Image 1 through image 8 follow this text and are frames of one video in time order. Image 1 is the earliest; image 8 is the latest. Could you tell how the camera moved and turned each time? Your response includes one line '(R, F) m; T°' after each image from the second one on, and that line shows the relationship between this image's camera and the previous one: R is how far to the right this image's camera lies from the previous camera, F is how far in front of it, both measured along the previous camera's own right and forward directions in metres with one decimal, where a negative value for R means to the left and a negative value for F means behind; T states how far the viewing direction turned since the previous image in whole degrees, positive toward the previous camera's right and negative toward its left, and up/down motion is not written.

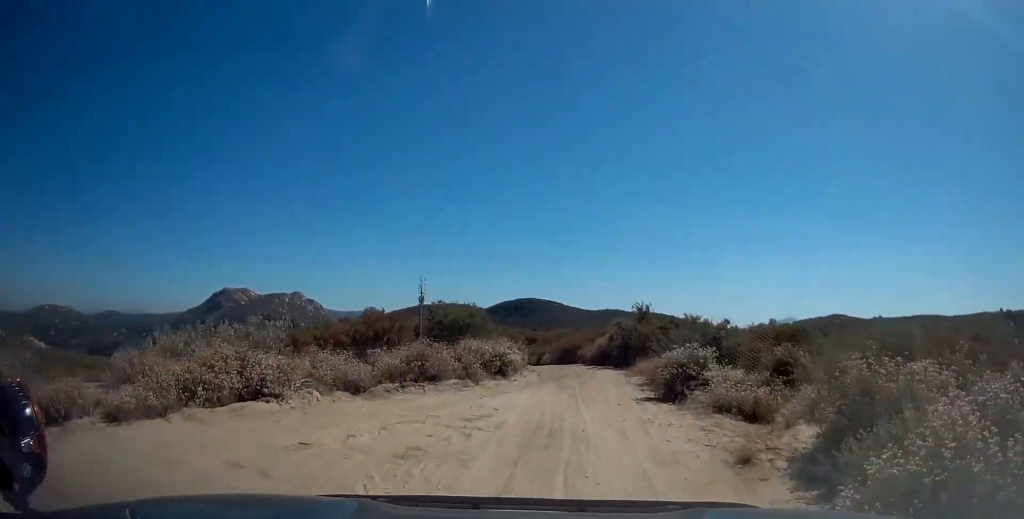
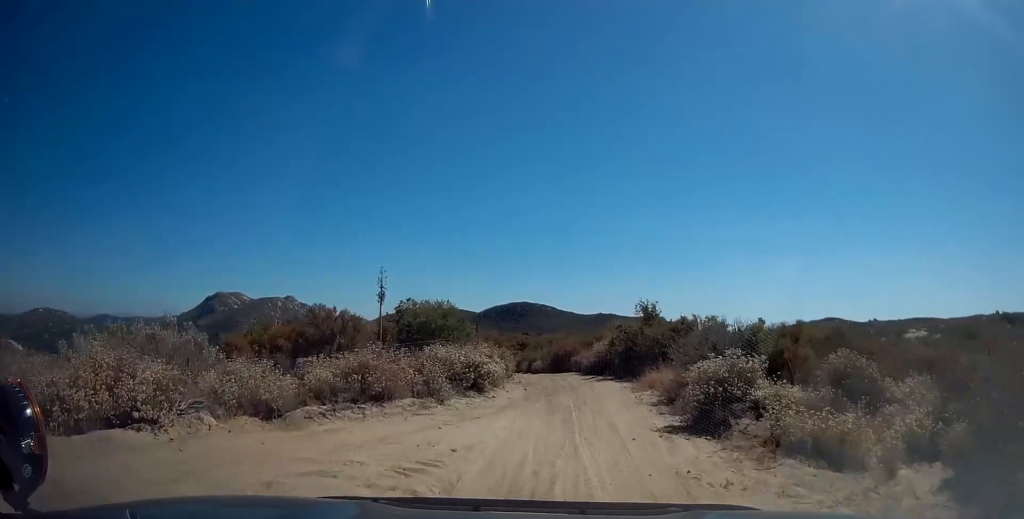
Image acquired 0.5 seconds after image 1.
(0.0, +4.0) m; 0°
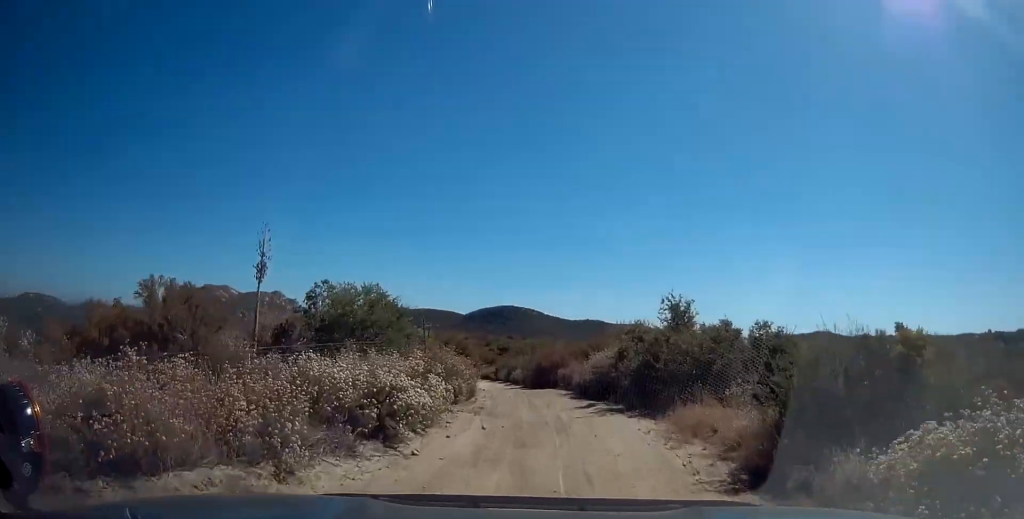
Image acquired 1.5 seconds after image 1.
(0.0, +7.4) m; +2°
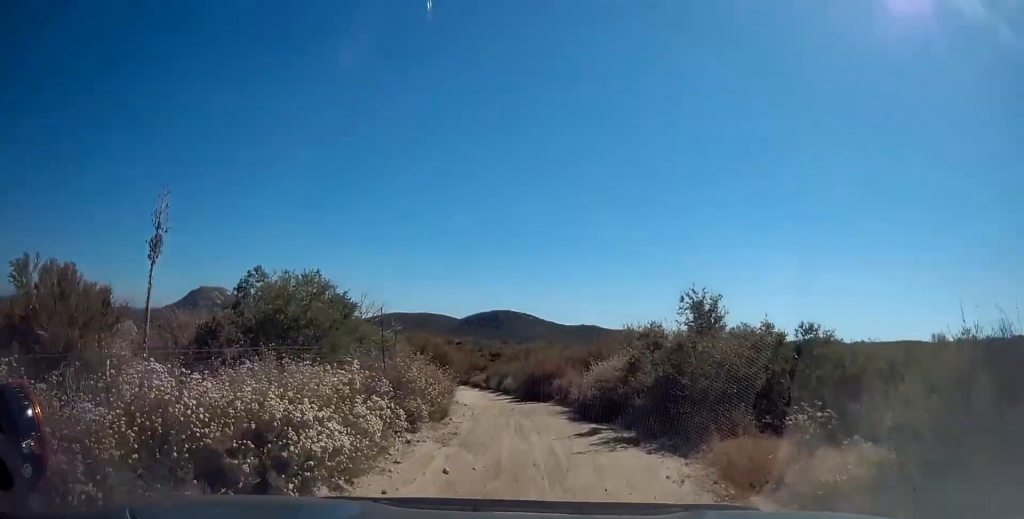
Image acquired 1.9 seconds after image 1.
(0.0, +3.4) m; -1°
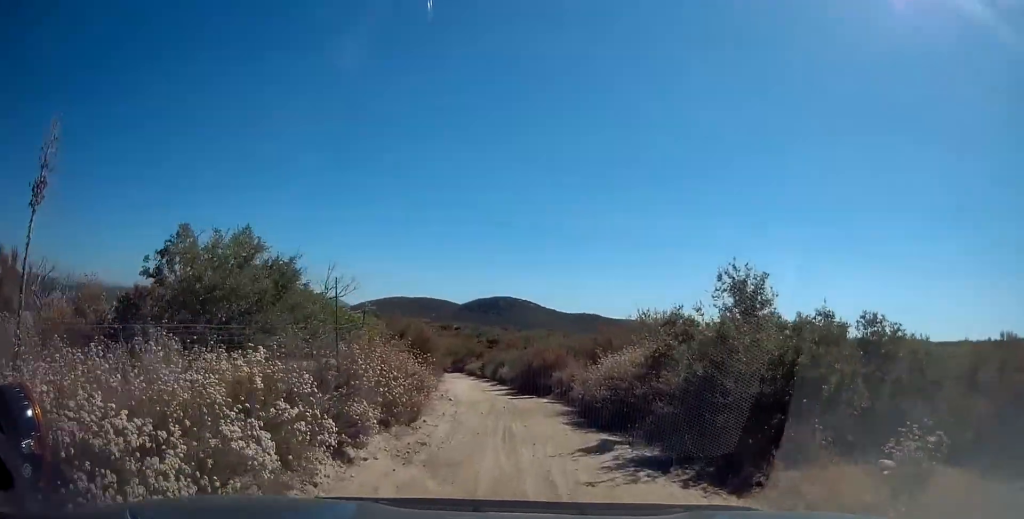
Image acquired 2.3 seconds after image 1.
(+0.1, +2.9) m; -2°
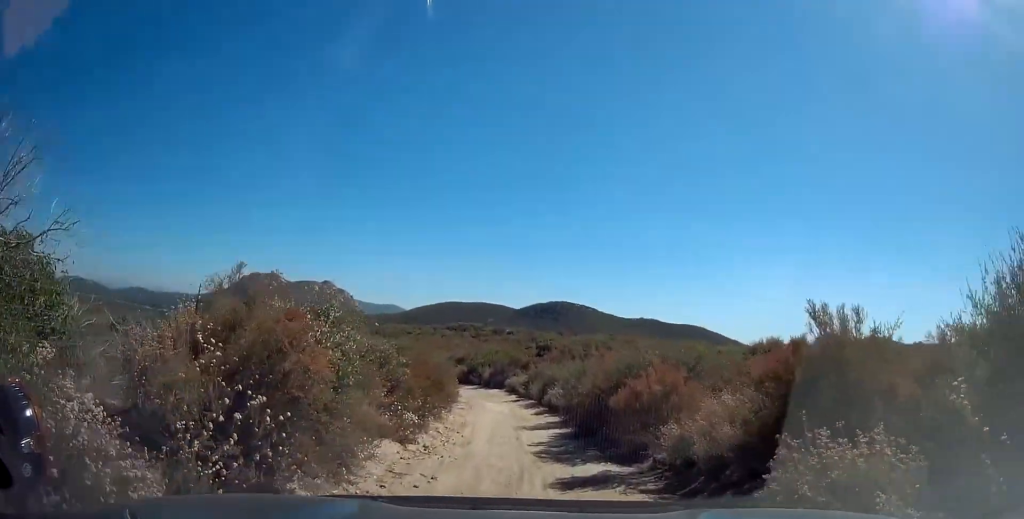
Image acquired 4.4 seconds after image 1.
(-1.0, +12.5) m; -5°
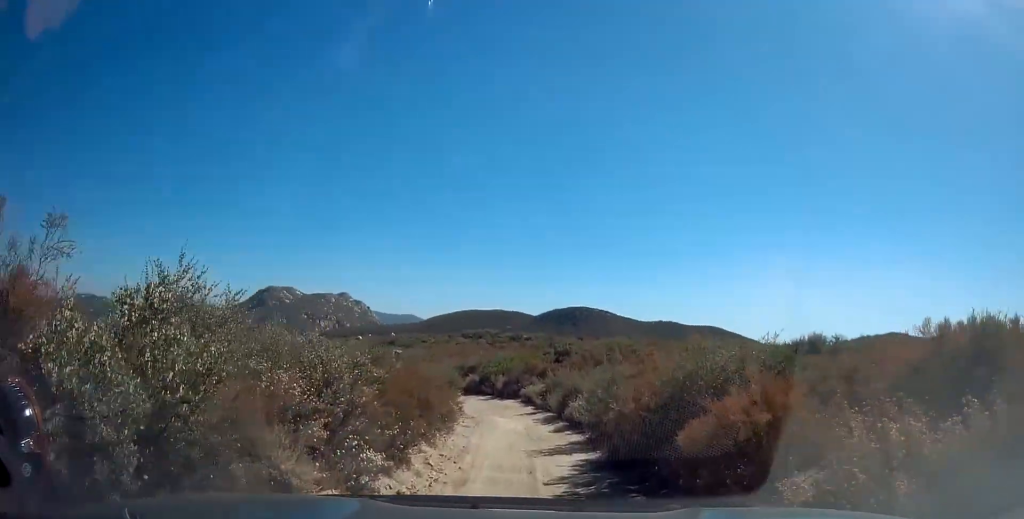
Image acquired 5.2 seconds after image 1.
(0.0, +3.9) m; 0°
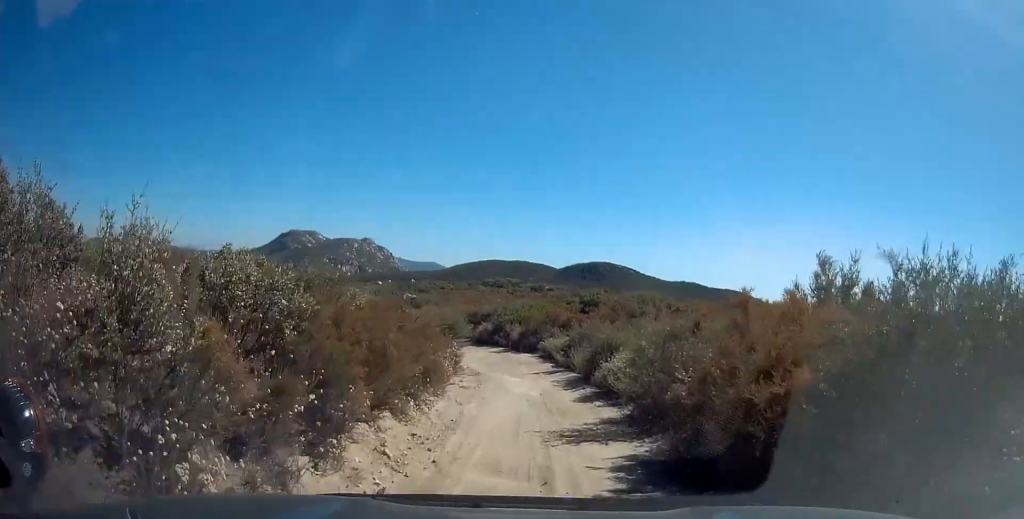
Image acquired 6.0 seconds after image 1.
(0.0, +4.8) m; -1°
